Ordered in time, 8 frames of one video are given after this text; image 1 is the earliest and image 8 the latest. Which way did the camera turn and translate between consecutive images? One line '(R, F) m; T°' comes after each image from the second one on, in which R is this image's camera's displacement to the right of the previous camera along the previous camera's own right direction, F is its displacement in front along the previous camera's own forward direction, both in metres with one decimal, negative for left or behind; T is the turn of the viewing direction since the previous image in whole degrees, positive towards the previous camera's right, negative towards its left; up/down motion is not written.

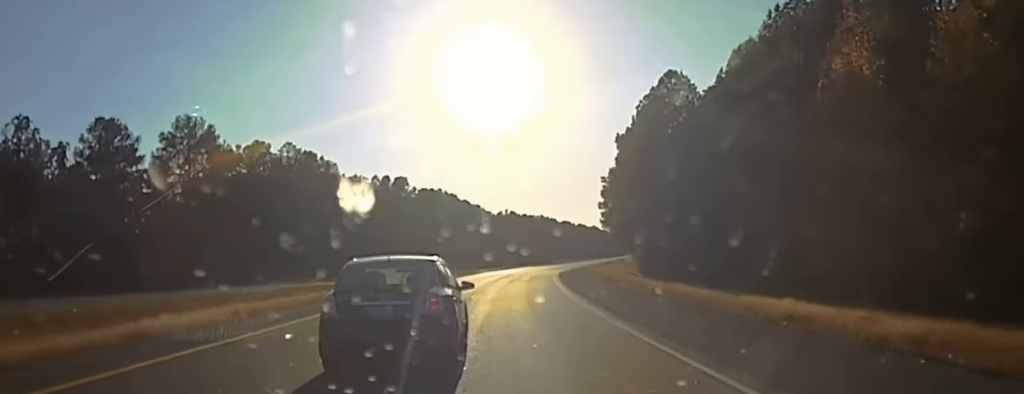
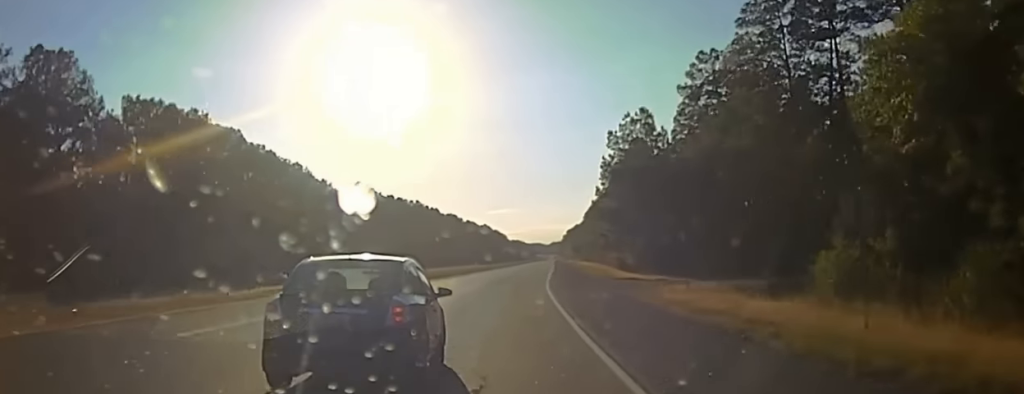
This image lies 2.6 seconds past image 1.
(+8.6, +134.0) m; +6°
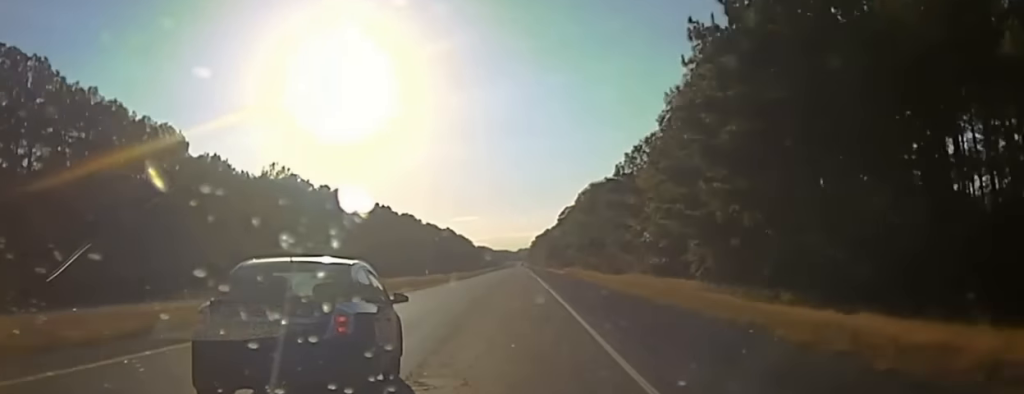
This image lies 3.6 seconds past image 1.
(+1.0, +45.0) m; +2°
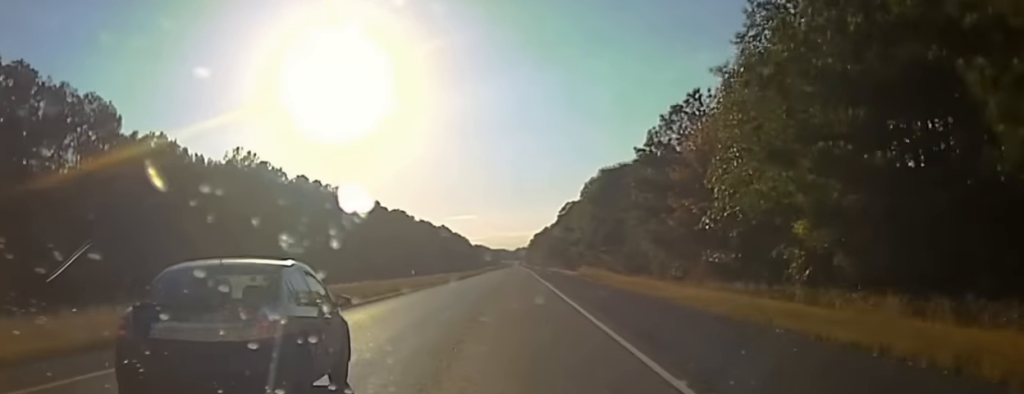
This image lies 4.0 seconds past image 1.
(+0.3, +18.4) m; +1°
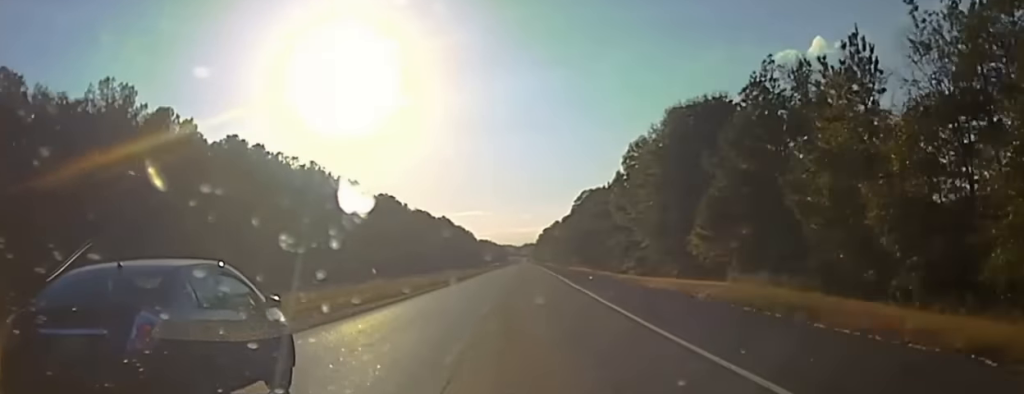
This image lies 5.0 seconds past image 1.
(+0.1, +47.7) m; 0°
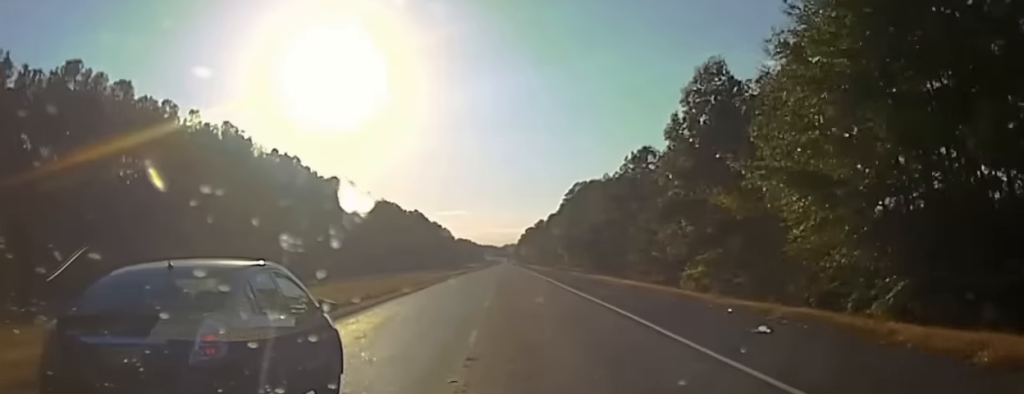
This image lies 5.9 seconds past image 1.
(+0.1, +44.5) m; +1°
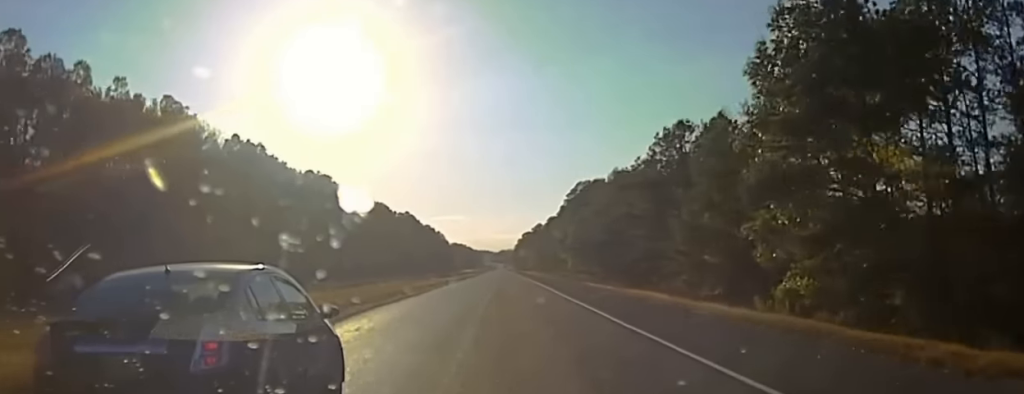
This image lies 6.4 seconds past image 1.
(+0.1, +22.8) m; 0°
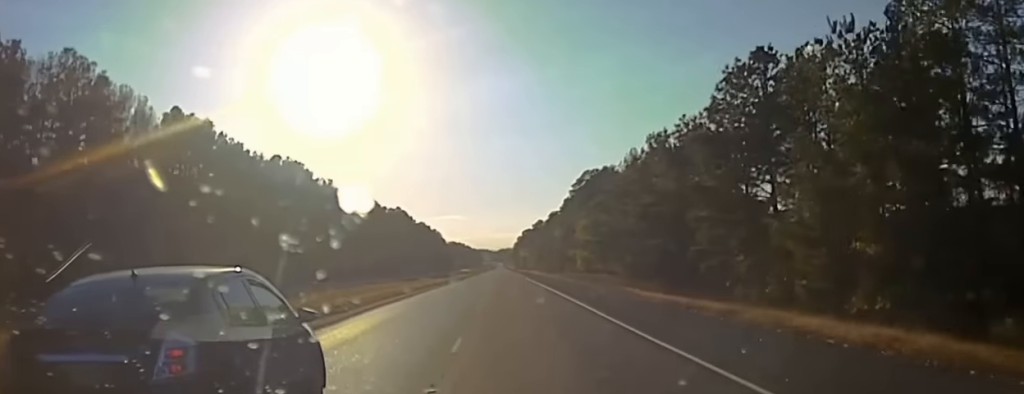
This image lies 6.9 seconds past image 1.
(+0.2, +26.9) m; 0°
